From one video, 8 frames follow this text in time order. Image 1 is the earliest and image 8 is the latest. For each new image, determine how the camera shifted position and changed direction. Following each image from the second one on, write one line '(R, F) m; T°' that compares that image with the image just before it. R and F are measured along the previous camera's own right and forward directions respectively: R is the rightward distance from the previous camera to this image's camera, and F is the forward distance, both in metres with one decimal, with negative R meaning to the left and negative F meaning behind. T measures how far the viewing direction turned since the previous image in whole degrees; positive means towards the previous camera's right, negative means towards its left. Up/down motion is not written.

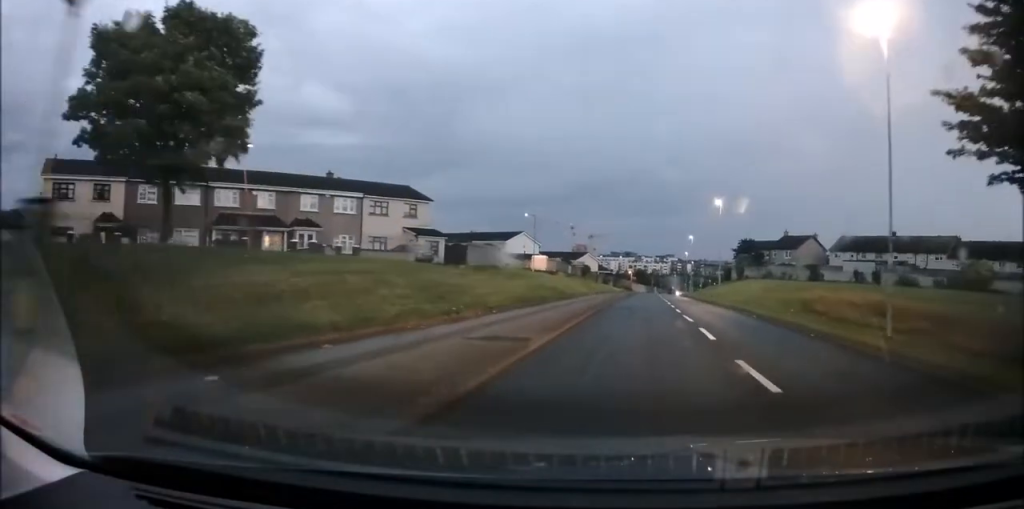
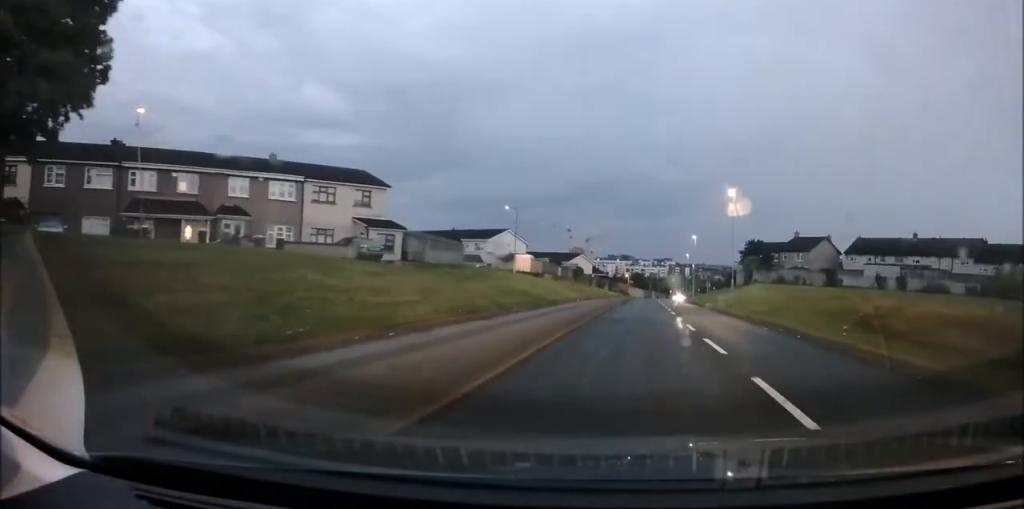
(-0.1, +7.9) m; 0°
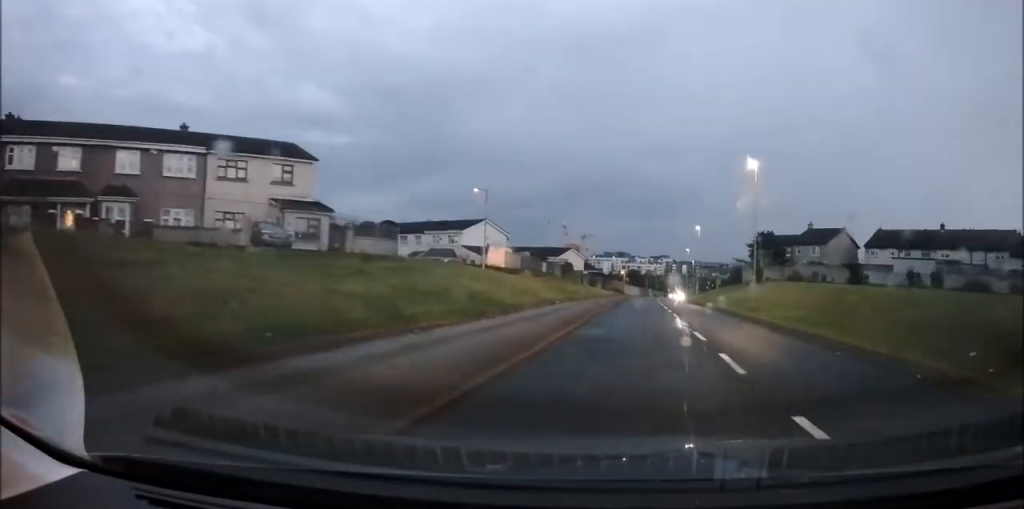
(-0.2, +9.0) m; +1°
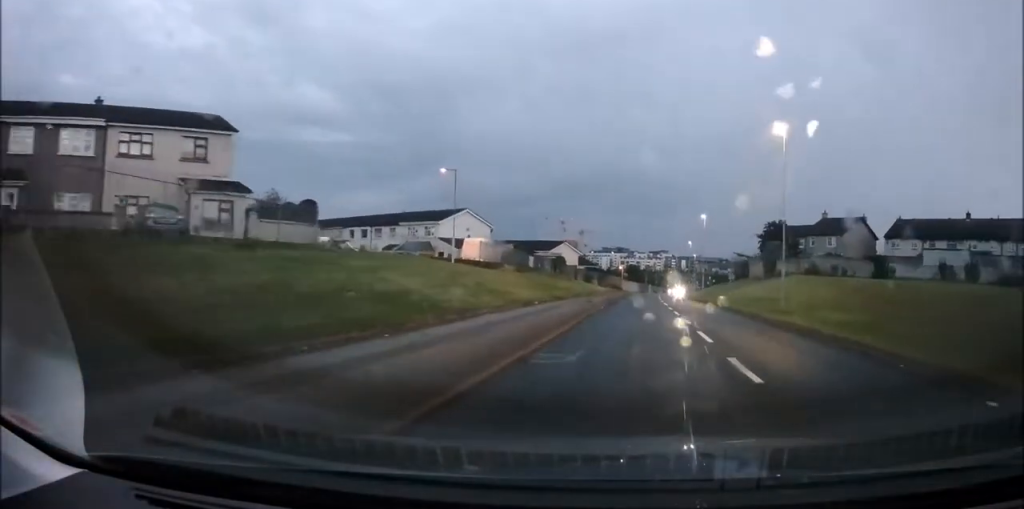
(+0.2, +6.9) m; 0°
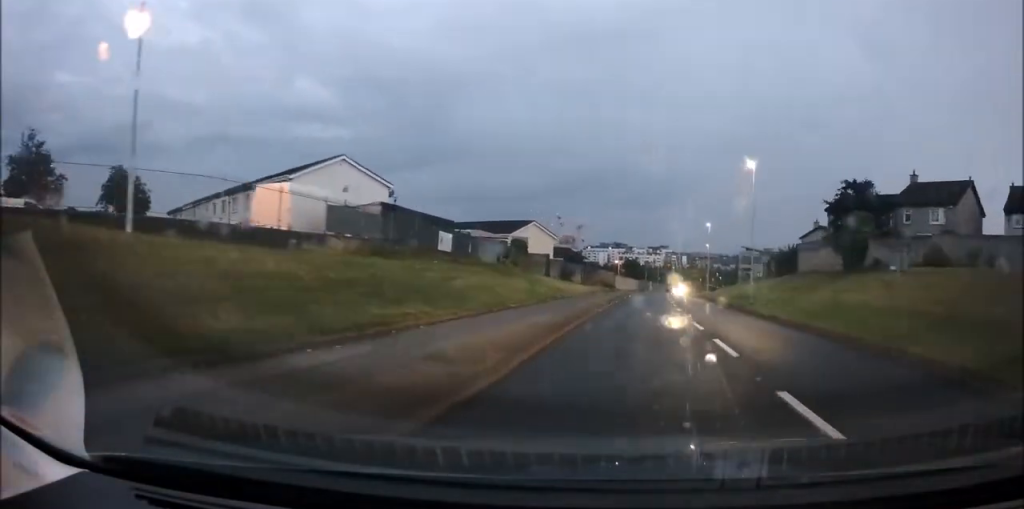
(+0.2, +25.3) m; 0°
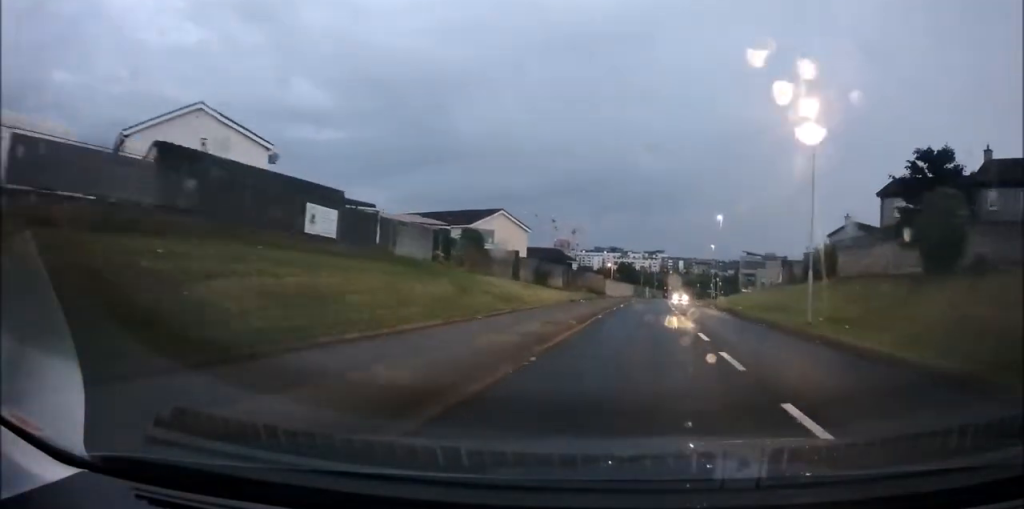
(0.0, +12.5) m; 0°
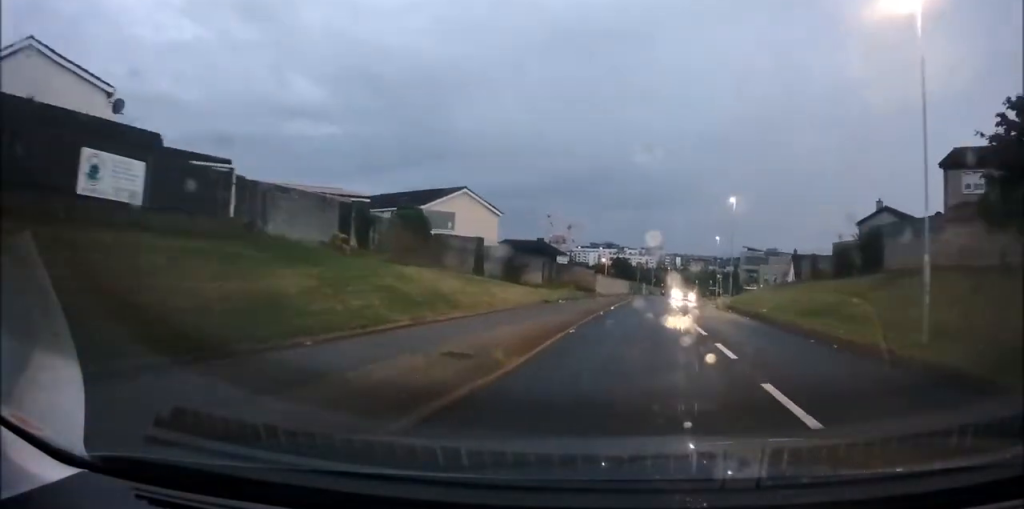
(0.0, +9.5) m; 0°
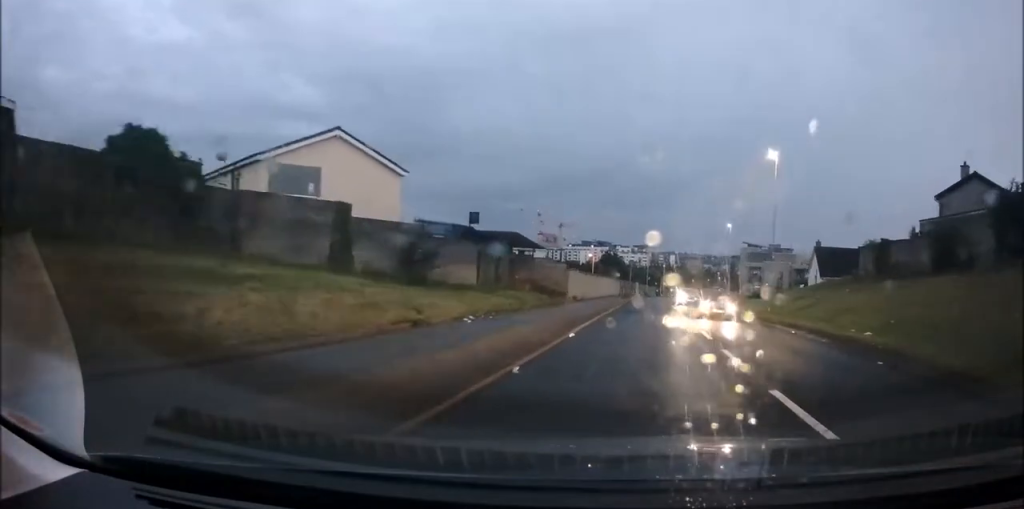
(+0.1, +16.4) m; +1°
